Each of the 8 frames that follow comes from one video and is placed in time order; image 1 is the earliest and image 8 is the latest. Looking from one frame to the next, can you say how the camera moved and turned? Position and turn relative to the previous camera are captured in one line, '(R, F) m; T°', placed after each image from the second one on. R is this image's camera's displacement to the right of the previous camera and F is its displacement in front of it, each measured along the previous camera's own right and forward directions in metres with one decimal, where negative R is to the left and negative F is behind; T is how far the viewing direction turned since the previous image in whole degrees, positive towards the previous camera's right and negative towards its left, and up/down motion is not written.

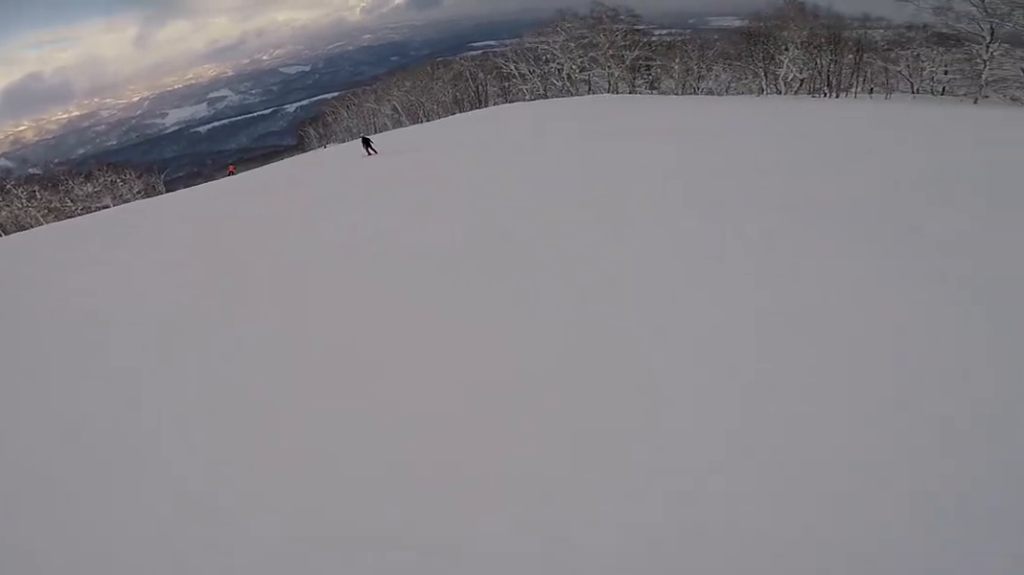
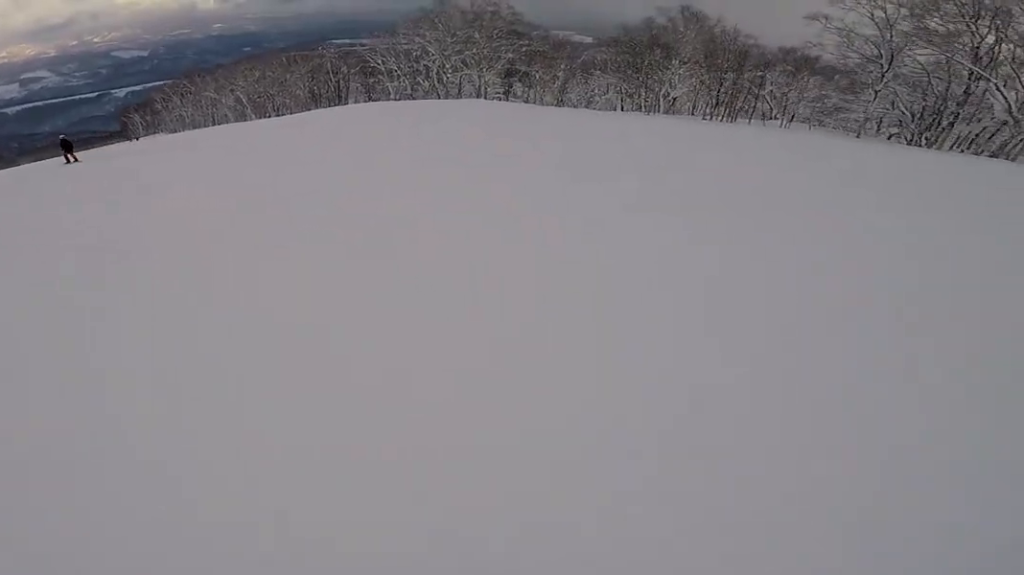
(+1.3, +7.8) m; +9°
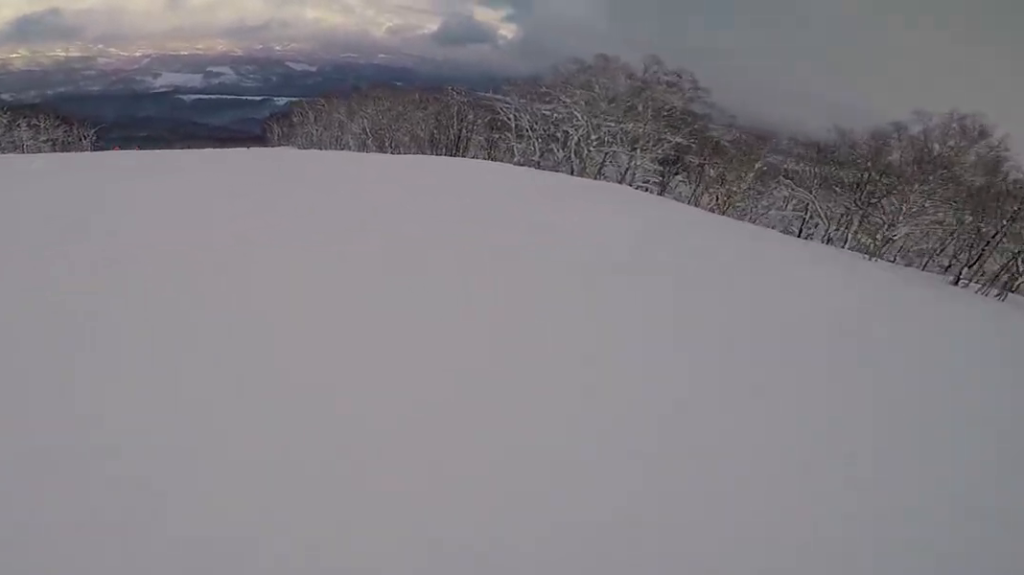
(0.0, +8.6) m; -2°
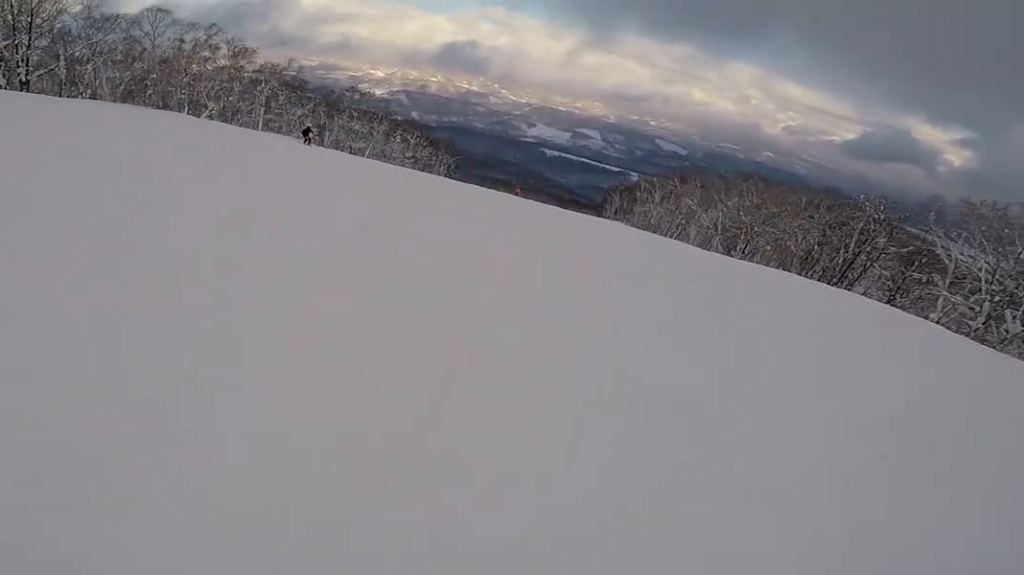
(-0.3, +7.6) m; -19°
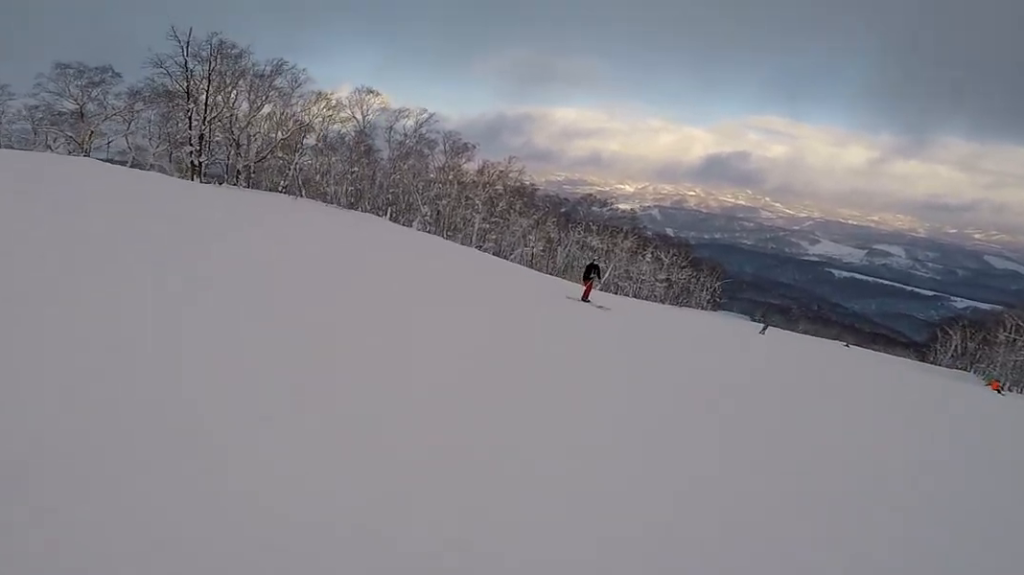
(-4.9, +11.5) m; -48°
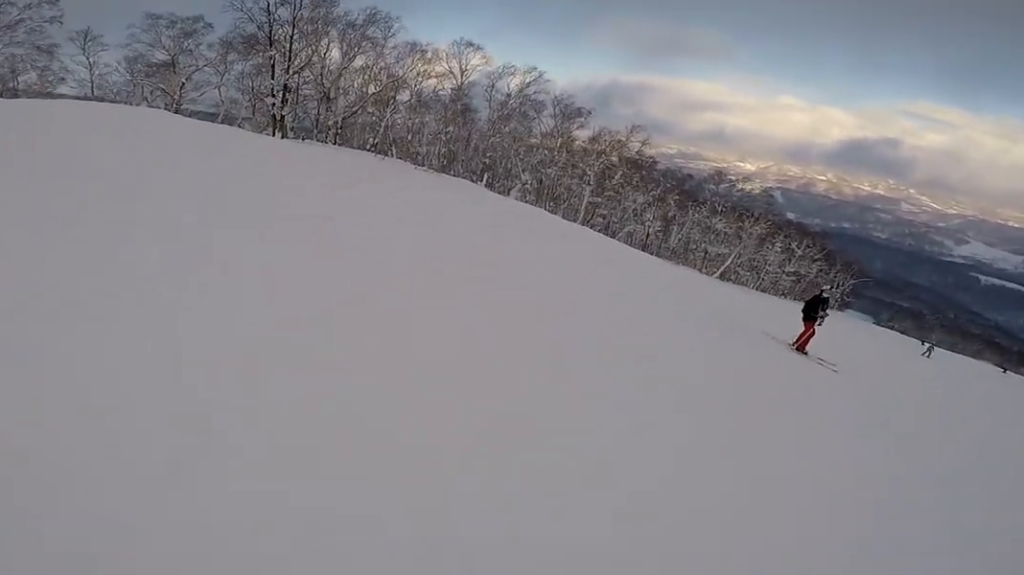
(-1.3, +4.2) m; -7°
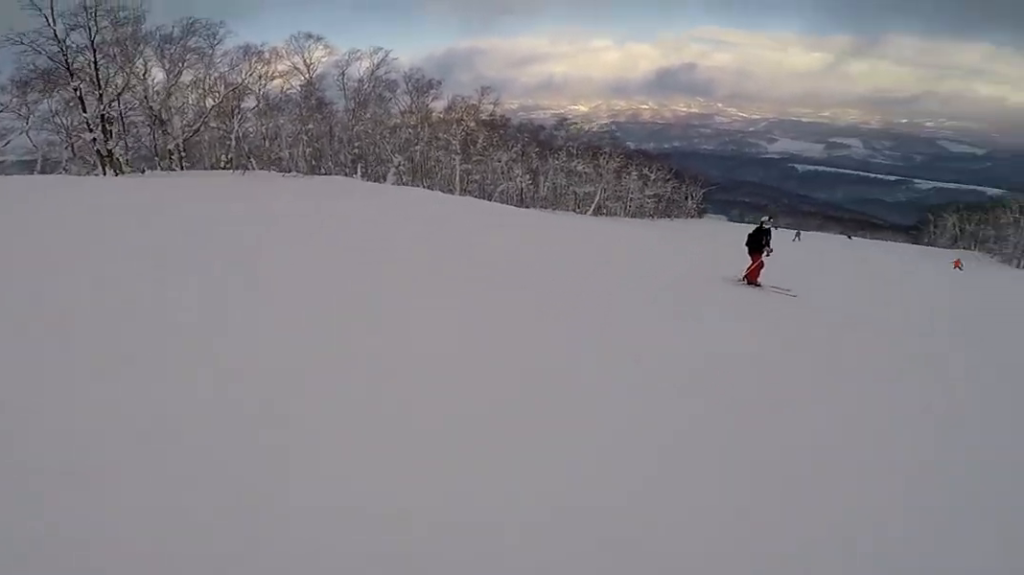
(+0.1, +2.2) m; +11°
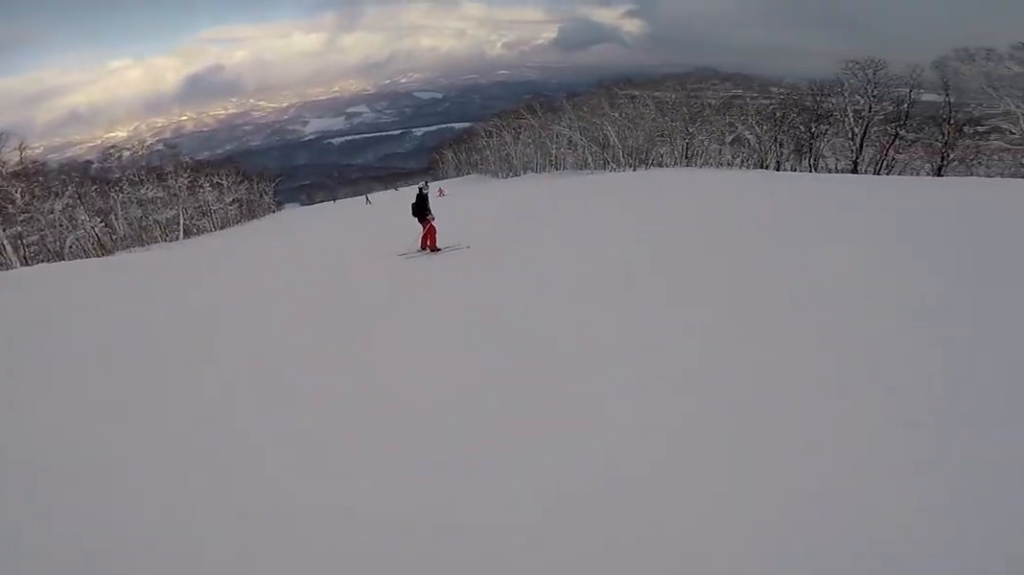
(+0.2, +2.6) m; +26°
